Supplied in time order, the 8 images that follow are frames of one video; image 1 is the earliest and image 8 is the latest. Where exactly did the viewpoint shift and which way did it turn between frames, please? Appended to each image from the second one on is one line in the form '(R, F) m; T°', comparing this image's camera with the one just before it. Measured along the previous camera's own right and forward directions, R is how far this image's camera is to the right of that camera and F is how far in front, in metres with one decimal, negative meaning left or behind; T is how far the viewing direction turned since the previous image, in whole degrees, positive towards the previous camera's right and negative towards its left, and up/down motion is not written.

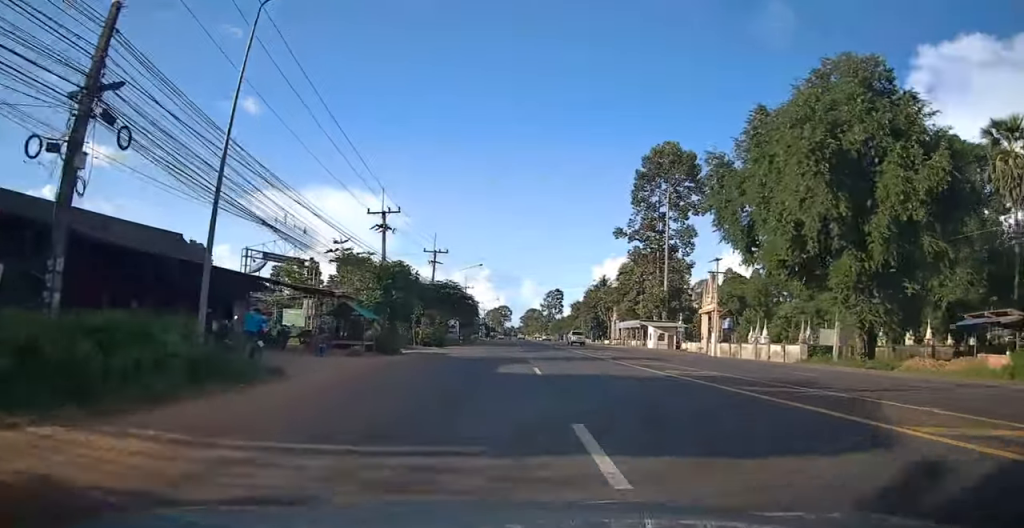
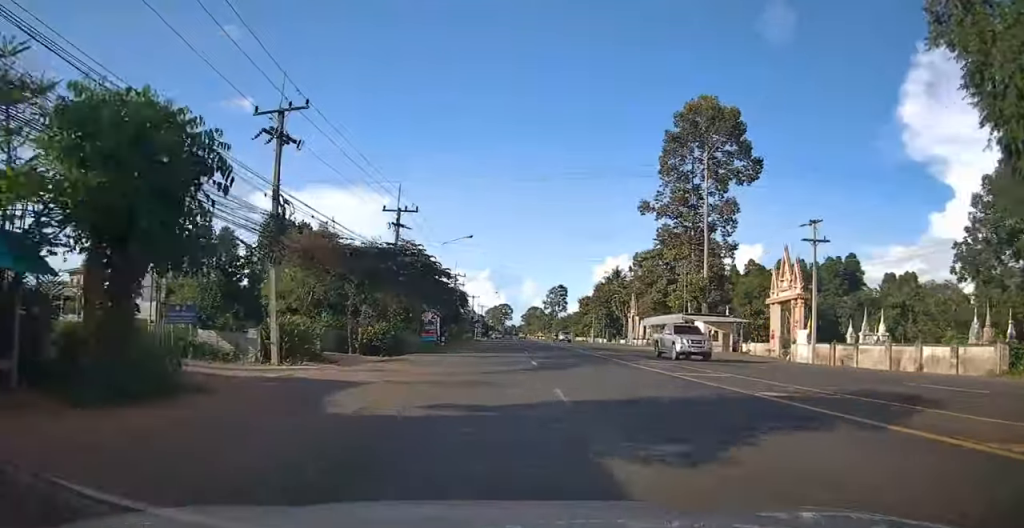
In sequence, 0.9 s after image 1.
(0.0, +22.3) m; 0°
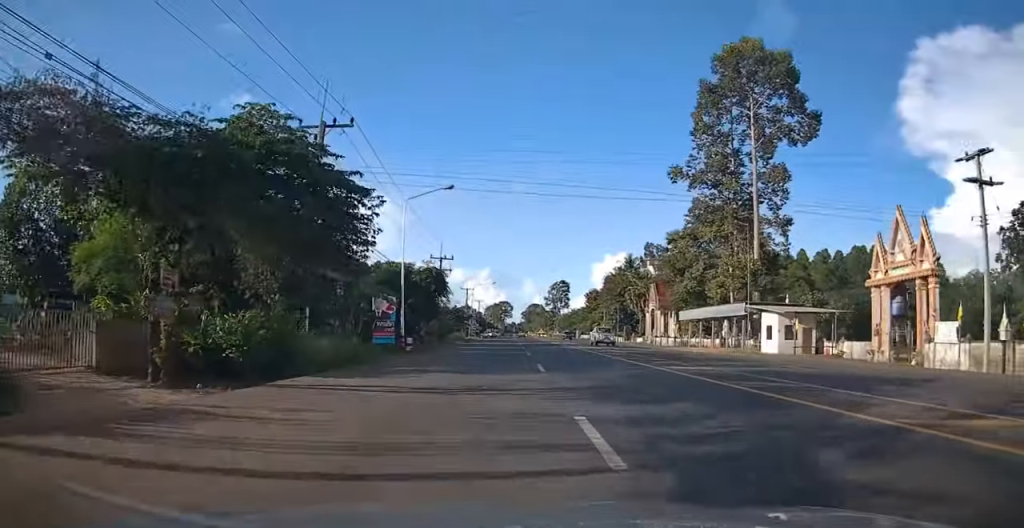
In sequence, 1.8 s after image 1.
(0.0, +17.8) m; -1°
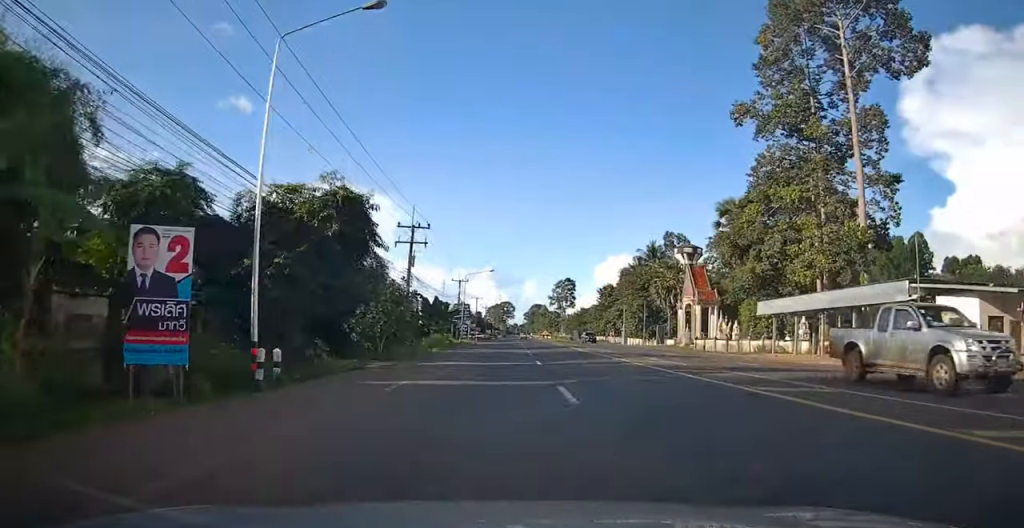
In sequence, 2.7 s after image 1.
(-0.5, +20.6) m; -1°
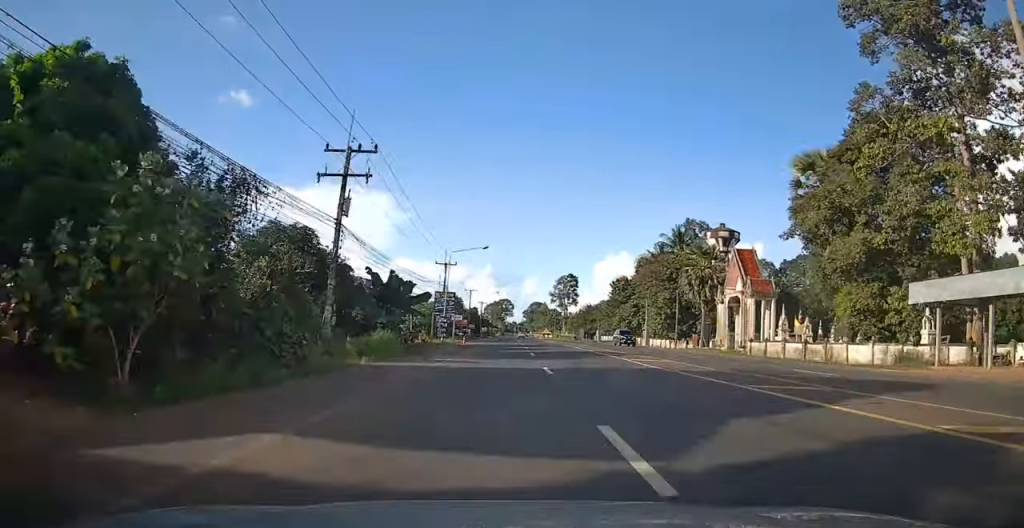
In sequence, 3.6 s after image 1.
(0.0, +18.5) m; +1°
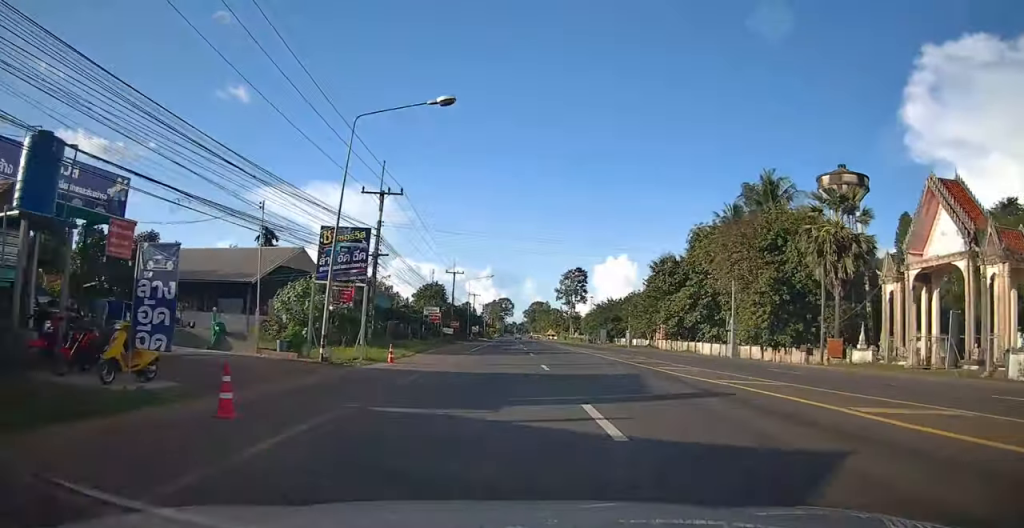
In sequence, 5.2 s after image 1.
(+0.8, +34.6) m; +1°
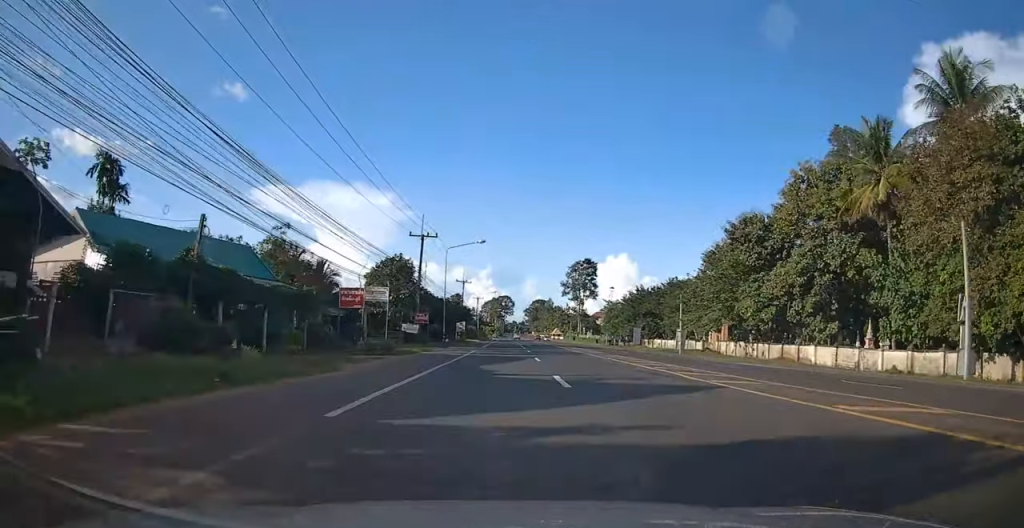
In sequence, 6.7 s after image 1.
(0.0, +30.1) m; 0°
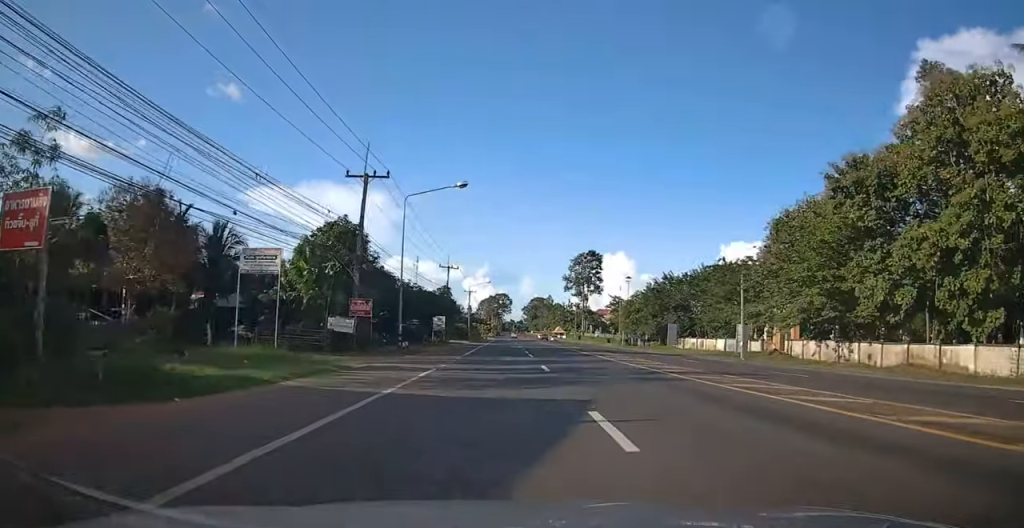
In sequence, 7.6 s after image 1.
(0.0, +19.8) m; 0°
